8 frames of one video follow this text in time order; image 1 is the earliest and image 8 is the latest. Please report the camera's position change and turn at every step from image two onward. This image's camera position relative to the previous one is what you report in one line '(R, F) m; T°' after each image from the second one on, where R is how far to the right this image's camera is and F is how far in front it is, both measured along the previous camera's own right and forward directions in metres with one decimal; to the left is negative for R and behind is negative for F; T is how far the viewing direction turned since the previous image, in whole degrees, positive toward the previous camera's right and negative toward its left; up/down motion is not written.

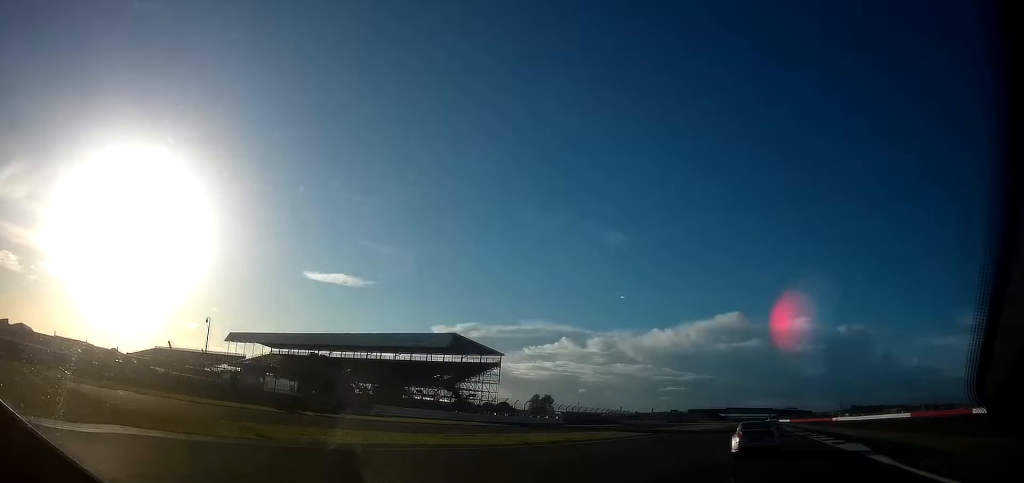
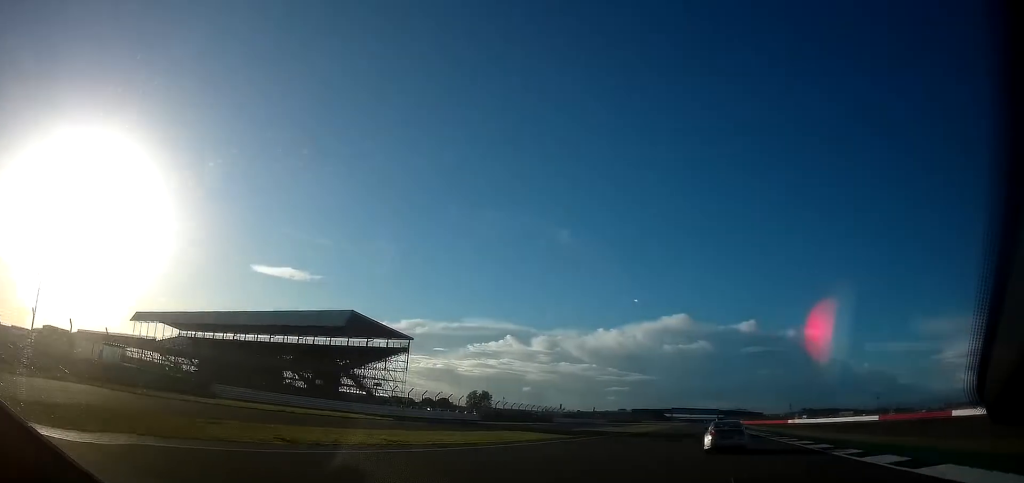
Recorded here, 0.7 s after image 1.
(+1.0, +16.5) m; +8°
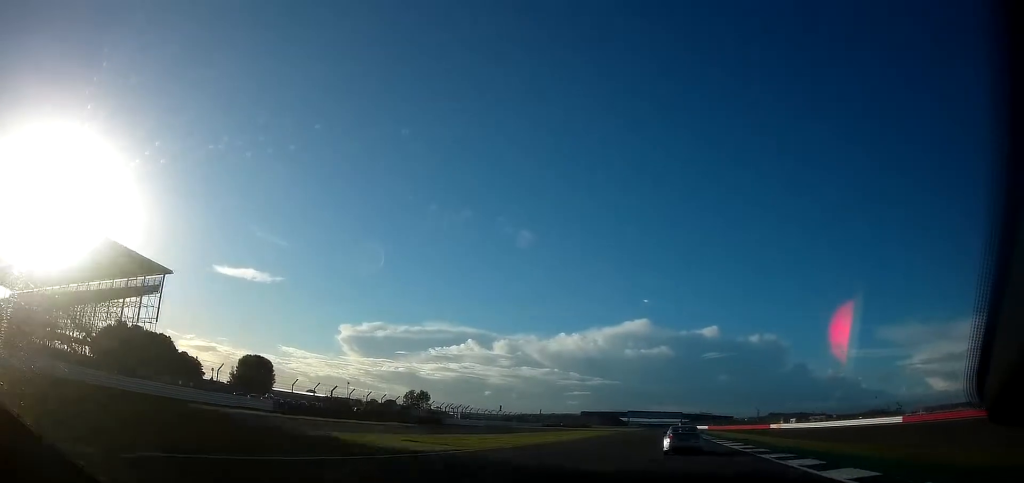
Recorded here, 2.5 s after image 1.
(+6.0, +44.5) m; +8°
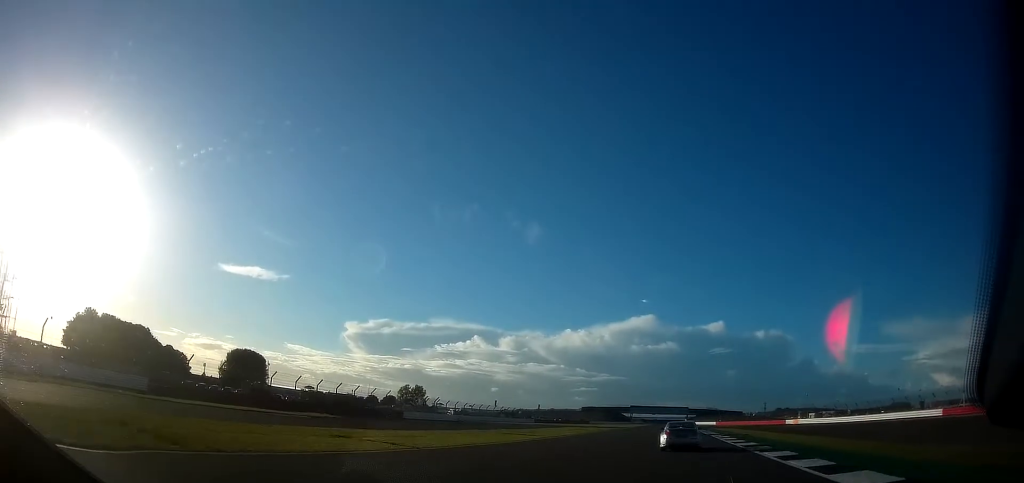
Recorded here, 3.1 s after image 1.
(-0.8, +18.0) m; -2°
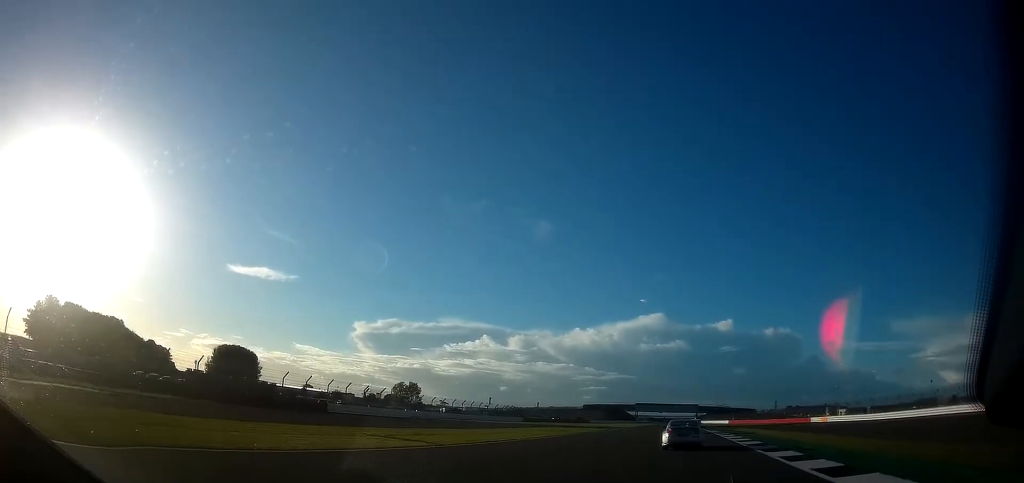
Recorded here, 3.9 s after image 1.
(-0.1, +22.1) m; -2°
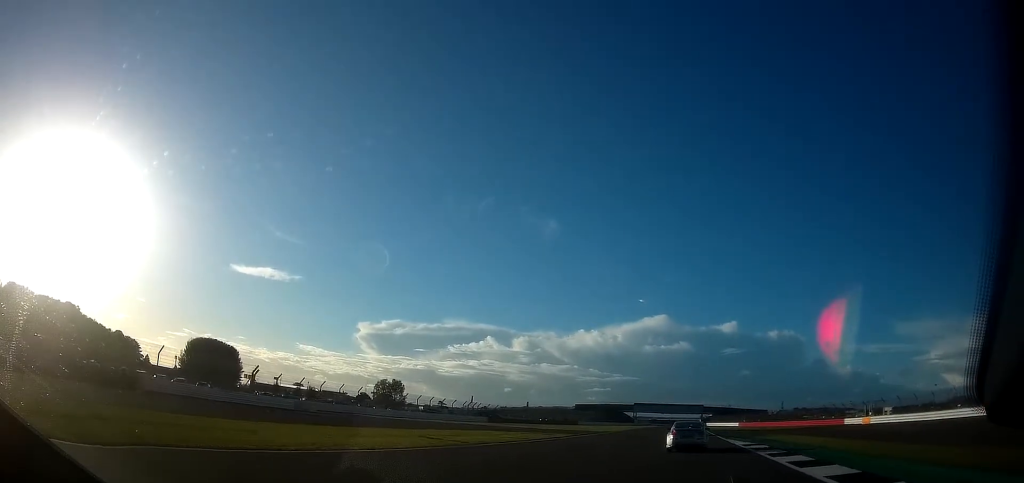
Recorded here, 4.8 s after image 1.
(-0.7, +28.1) m; -2°
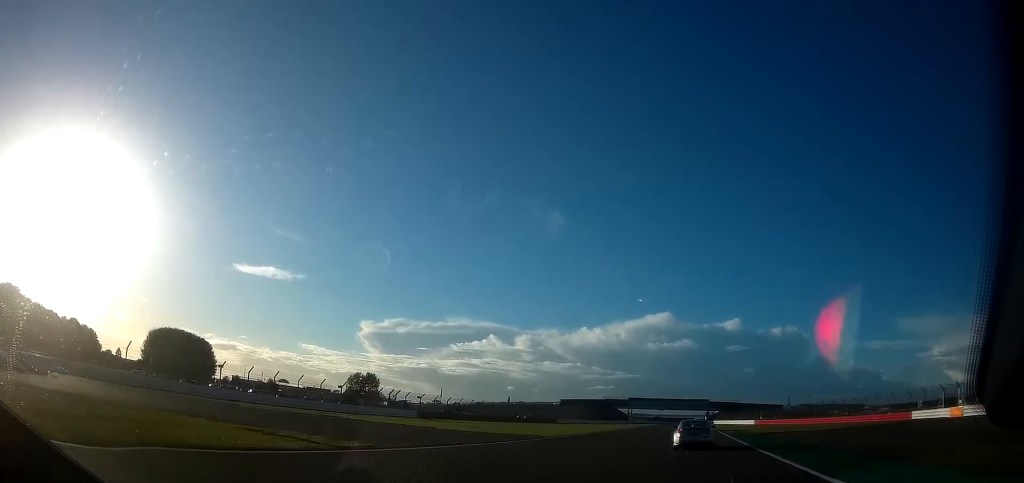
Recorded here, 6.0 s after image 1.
(-0.2, +34.1) m; 0°
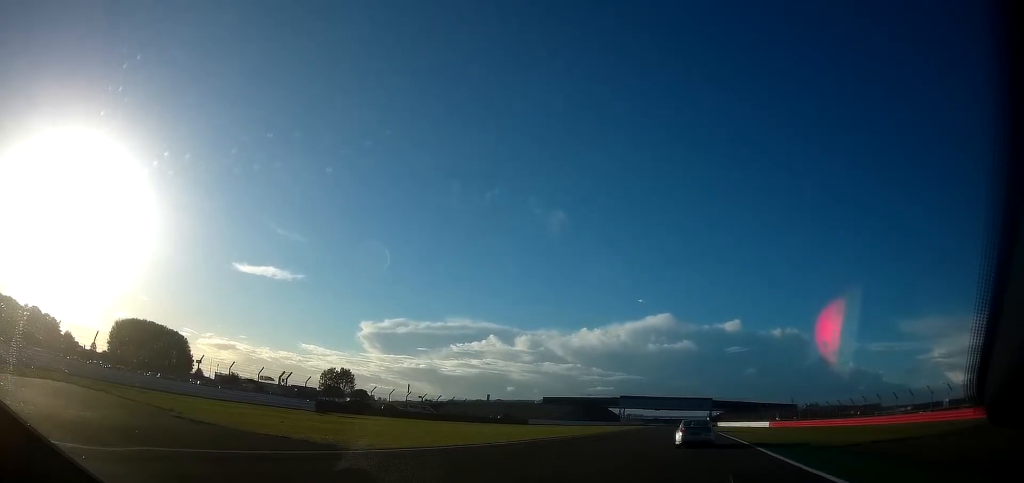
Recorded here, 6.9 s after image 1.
(+0.1, +27.0) m; 0°
